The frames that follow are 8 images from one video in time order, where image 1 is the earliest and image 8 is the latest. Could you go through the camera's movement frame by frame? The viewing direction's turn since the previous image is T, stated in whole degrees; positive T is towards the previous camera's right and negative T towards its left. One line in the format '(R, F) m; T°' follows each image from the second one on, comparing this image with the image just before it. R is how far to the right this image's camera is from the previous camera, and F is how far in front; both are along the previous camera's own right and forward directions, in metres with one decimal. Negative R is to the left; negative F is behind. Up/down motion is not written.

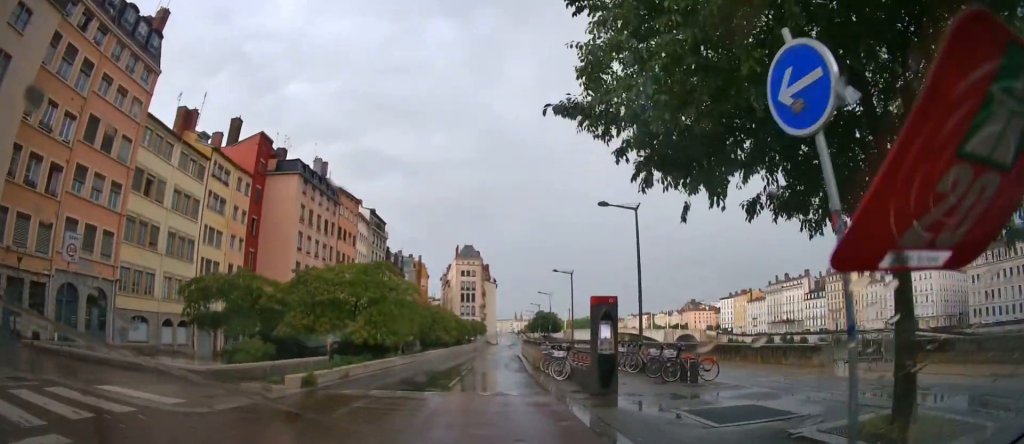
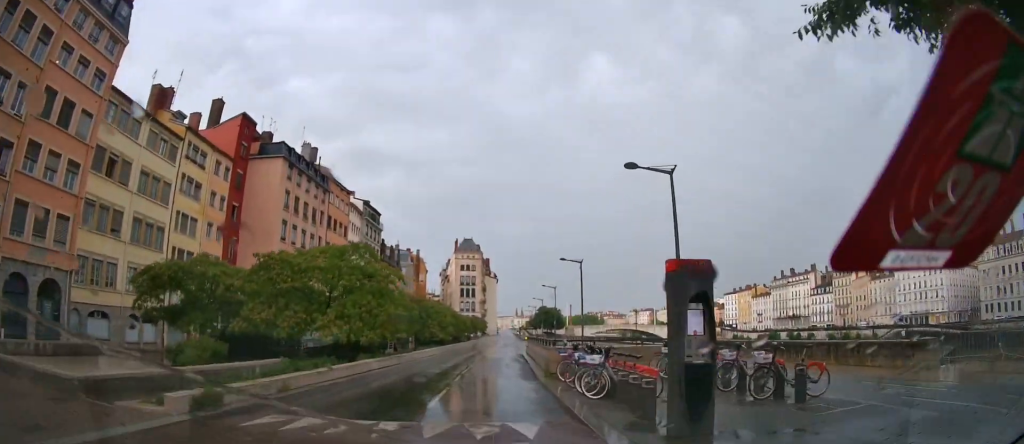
(+0.1, +5.0) m; +1°
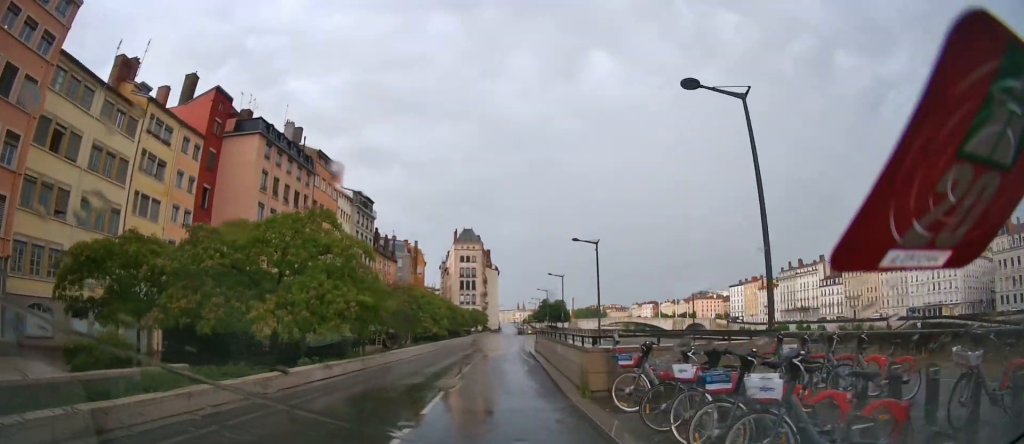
(0.0, +6.3) m; -1°
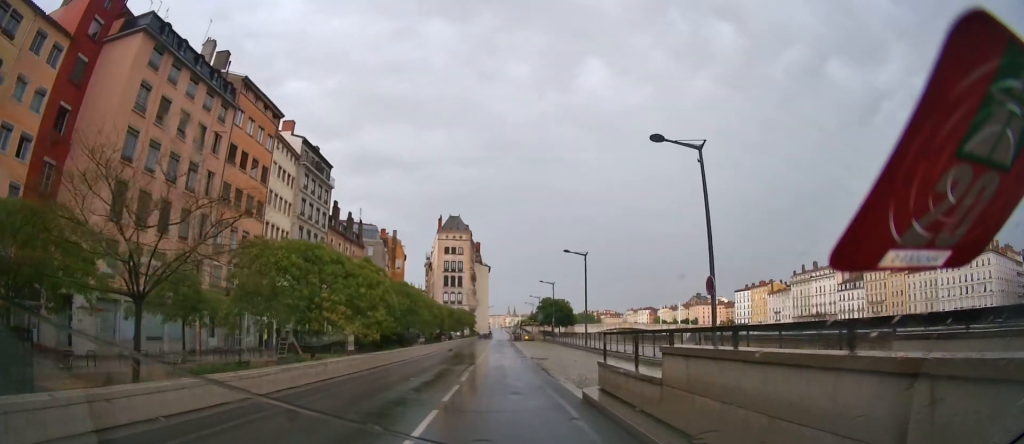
(-0.1, +21.5) m; 0°
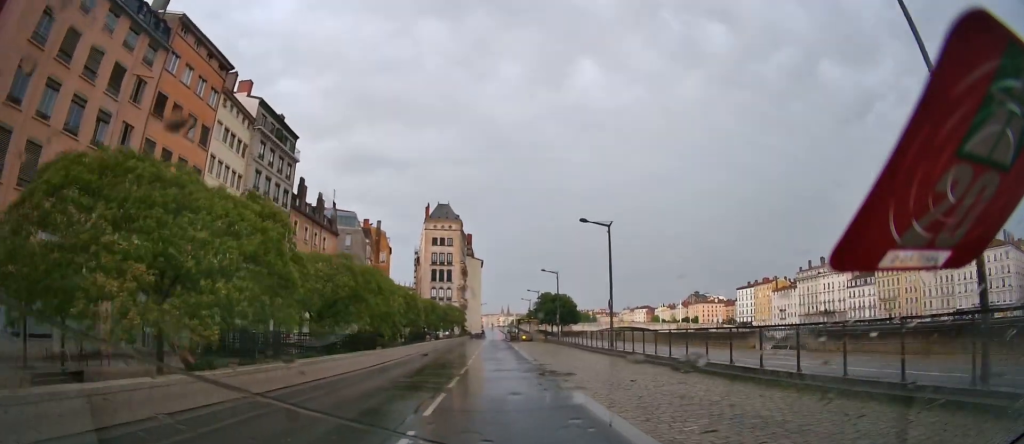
(0.0, +11.0) m; 0°
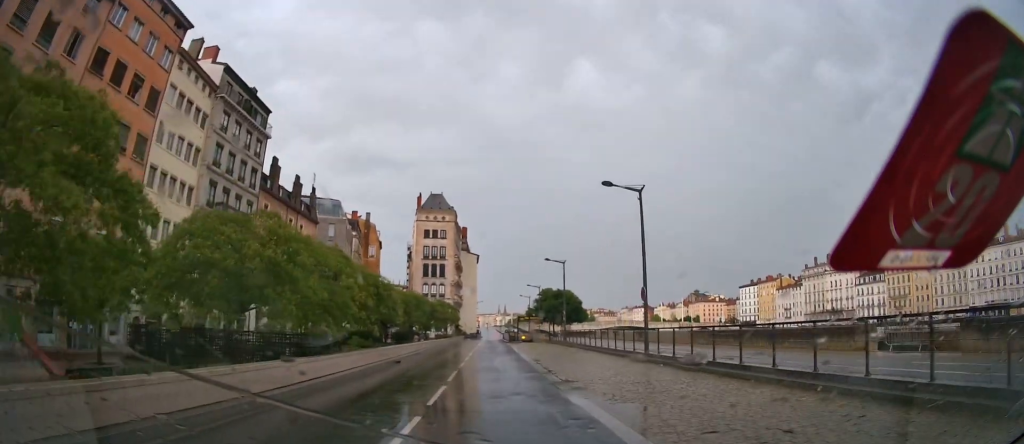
(0.0, +7.4) m; 0°
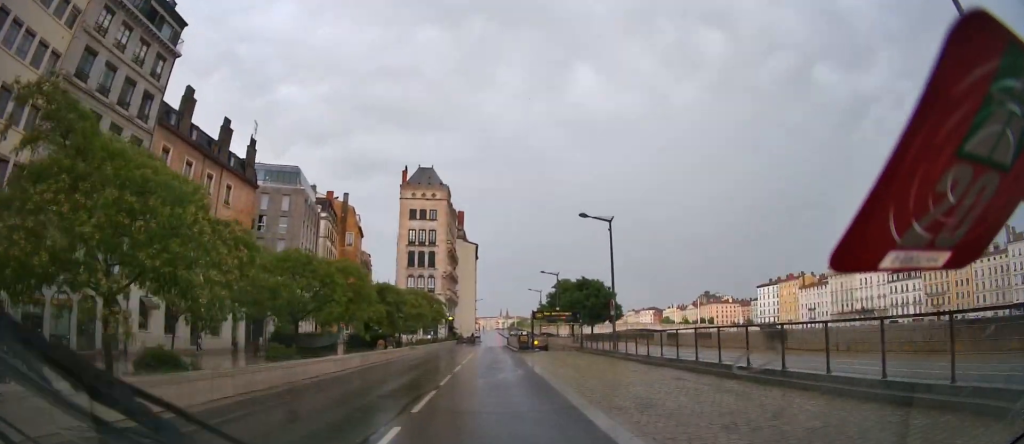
(-0.1, +18.4) m; -1°
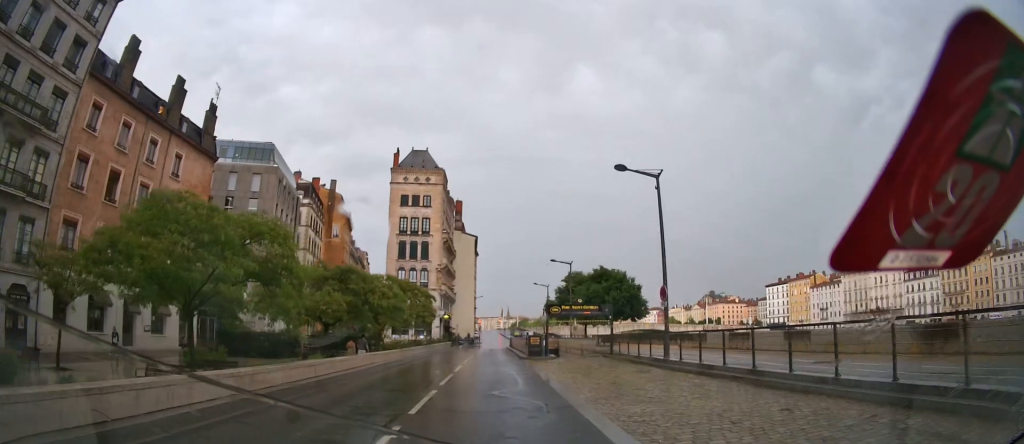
(0.0, +8.6) m; -1°
